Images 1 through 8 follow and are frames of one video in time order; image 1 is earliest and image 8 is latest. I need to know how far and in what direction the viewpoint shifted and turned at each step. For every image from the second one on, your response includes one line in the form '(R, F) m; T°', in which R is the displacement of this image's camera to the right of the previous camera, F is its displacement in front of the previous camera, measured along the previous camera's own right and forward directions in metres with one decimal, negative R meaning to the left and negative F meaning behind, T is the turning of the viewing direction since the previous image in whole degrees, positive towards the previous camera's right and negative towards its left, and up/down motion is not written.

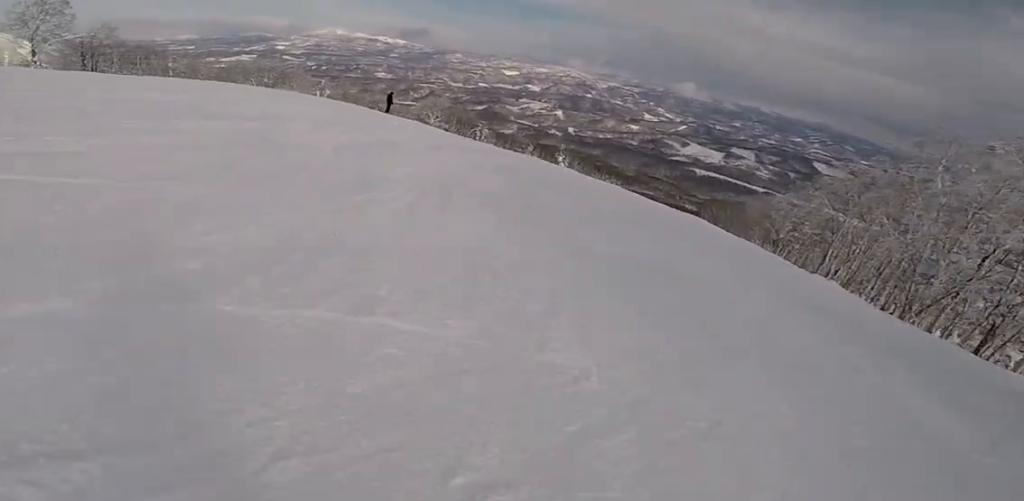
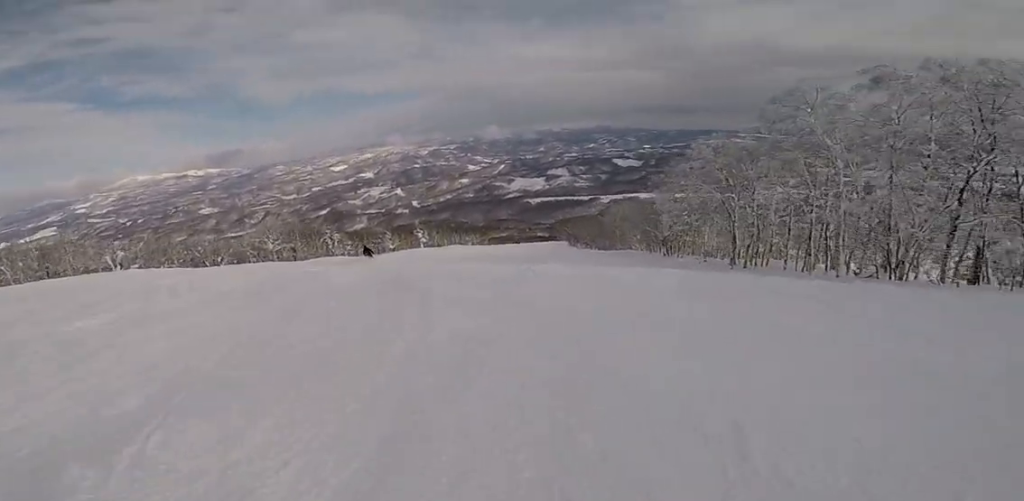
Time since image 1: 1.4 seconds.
(-0.5, +9.4) m; +7°
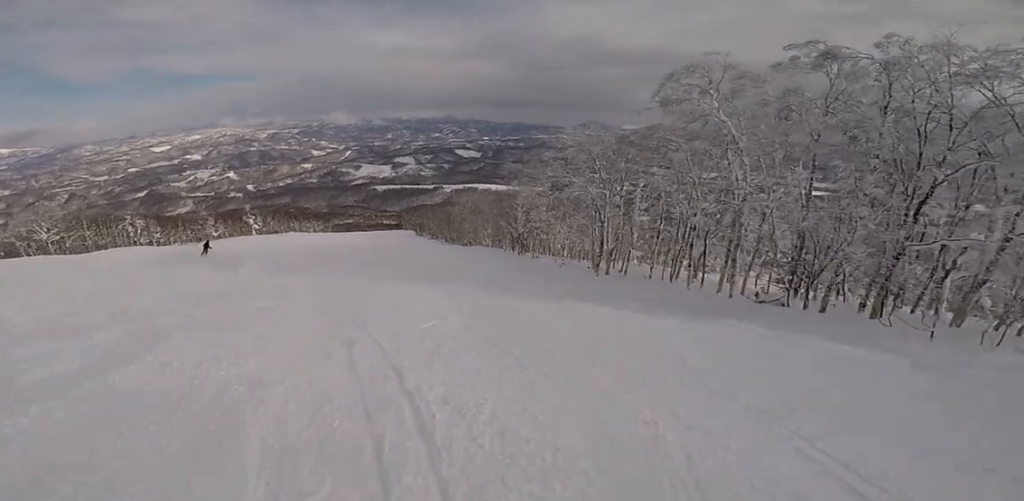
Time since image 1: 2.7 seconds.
(+0.8, +8.9) m; +4°
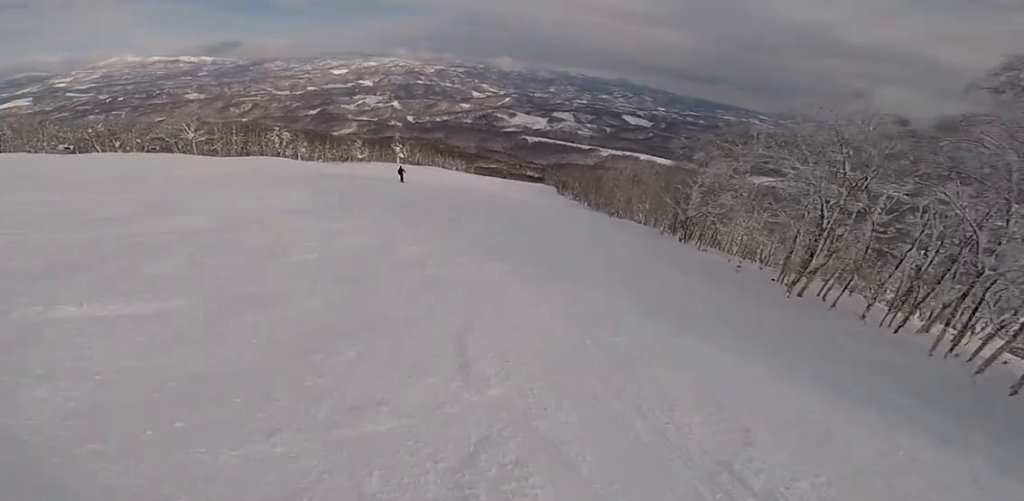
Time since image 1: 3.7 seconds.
(-0.2, +7.4) m; -2°
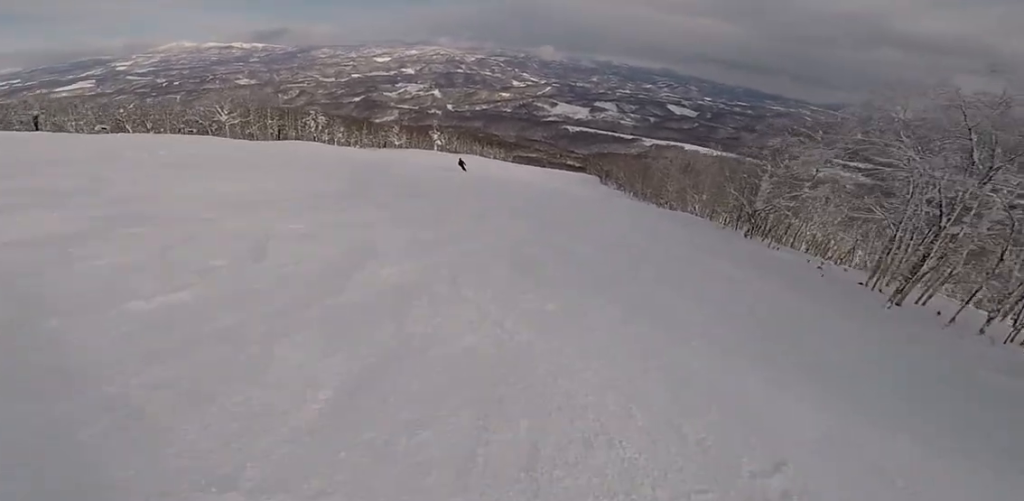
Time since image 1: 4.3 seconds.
(+0.3, +3.9) m; -3°
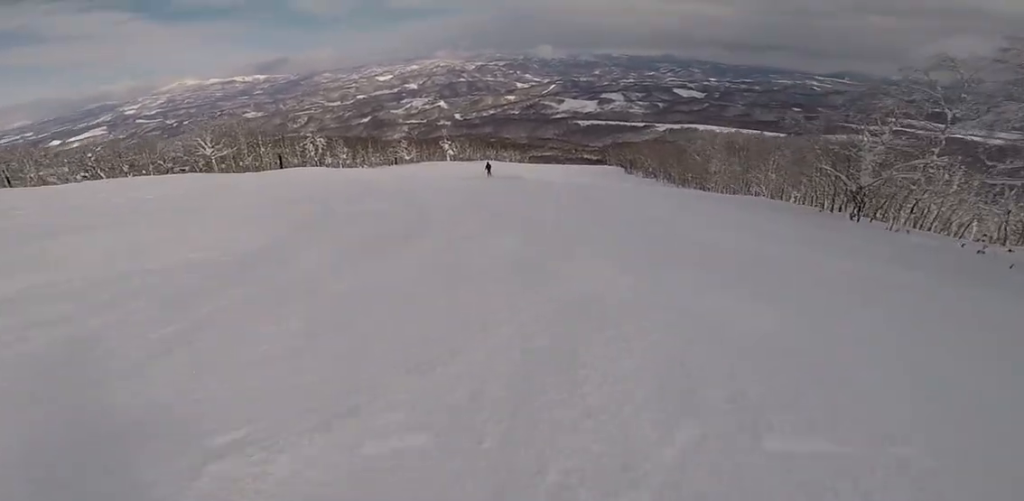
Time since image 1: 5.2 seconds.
(-0.8, +7.6) m; +2°
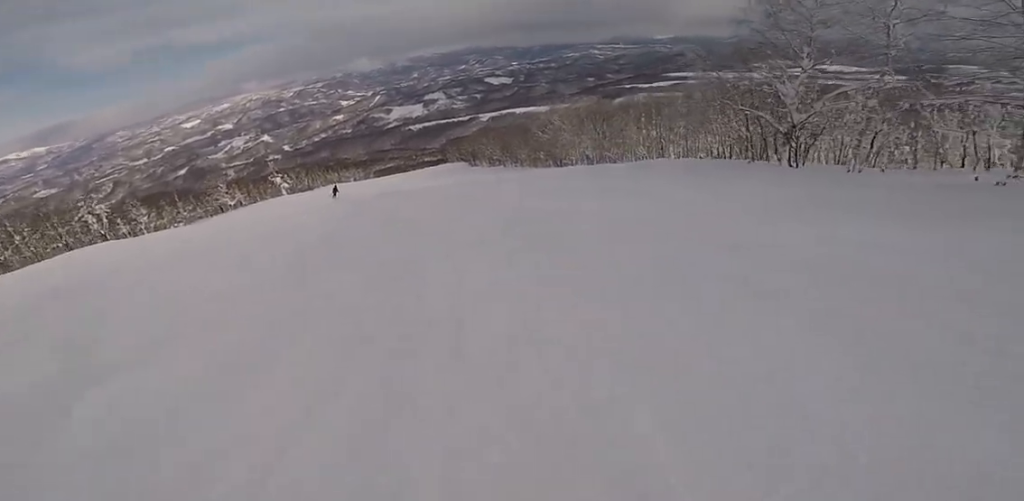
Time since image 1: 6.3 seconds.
(+1.2, +9.7) m; +18°
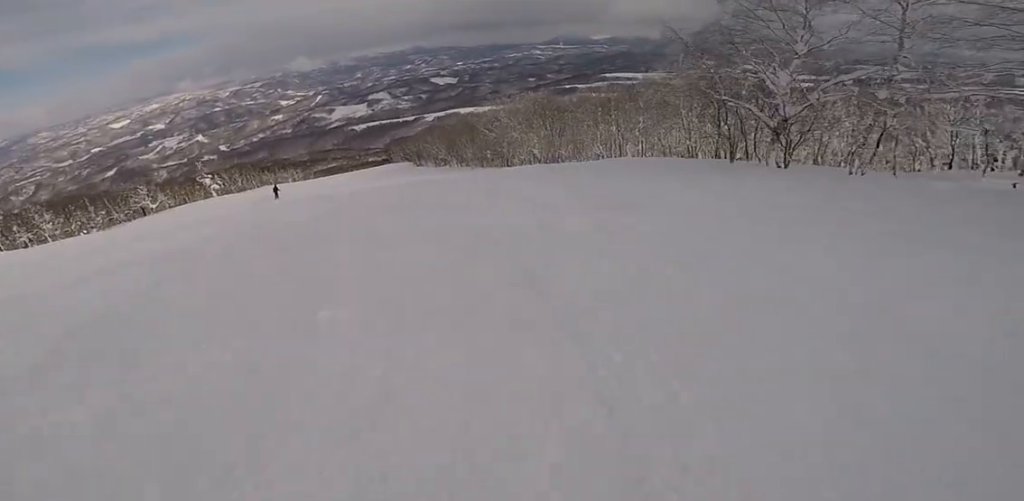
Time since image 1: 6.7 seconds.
(+0.4, +4.0) m; +1°
